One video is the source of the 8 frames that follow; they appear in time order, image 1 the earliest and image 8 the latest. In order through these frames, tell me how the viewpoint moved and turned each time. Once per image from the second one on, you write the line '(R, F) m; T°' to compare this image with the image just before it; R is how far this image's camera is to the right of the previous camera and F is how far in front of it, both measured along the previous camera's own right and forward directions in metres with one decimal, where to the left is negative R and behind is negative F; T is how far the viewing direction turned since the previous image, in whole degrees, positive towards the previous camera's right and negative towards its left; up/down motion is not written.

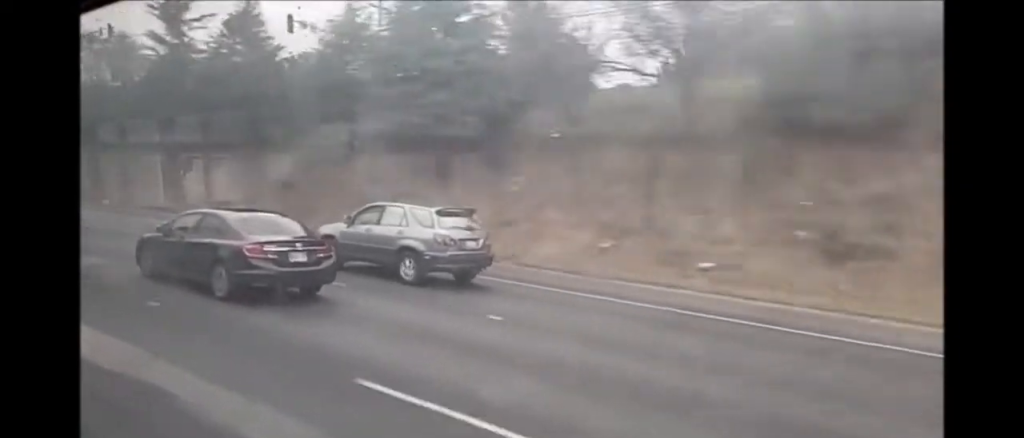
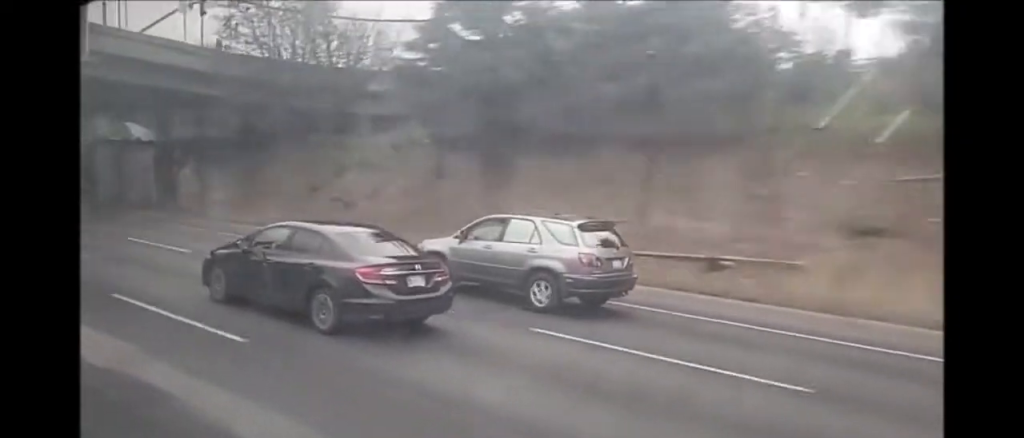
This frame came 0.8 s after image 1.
(-0.2, +23.0) m; 0°
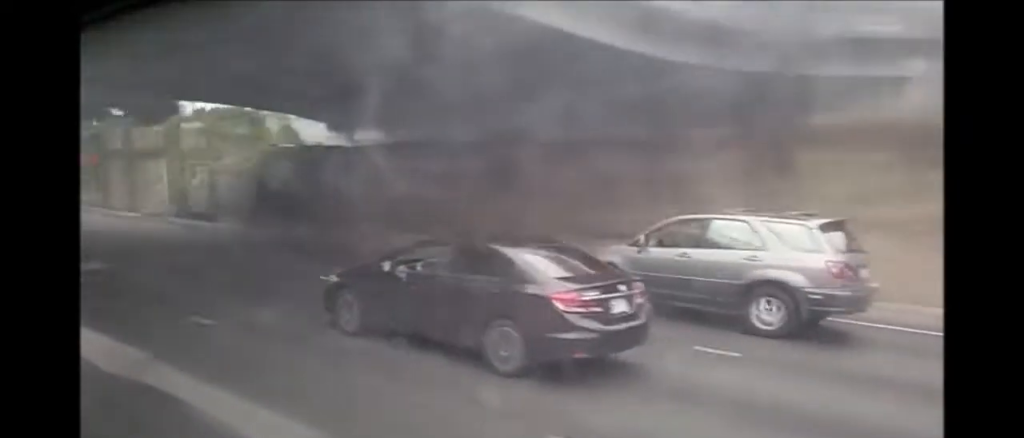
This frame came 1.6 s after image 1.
(+0.1, +22.7) m; 0°
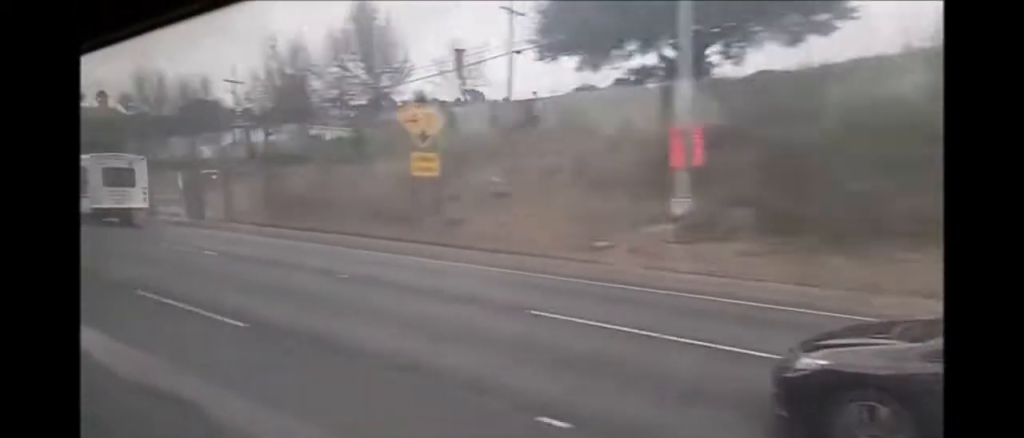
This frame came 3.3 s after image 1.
(0.0, +47.6) m; 0°
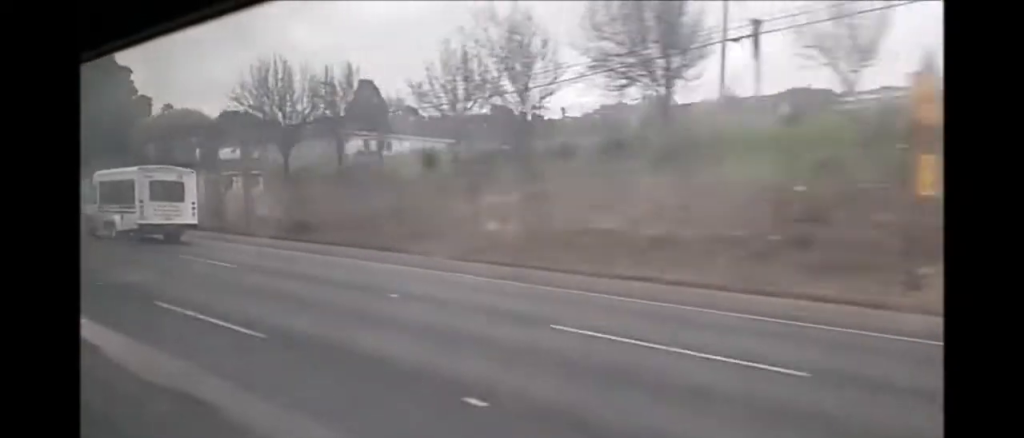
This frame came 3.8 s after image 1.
(+0.1, +14.7) m; 0°
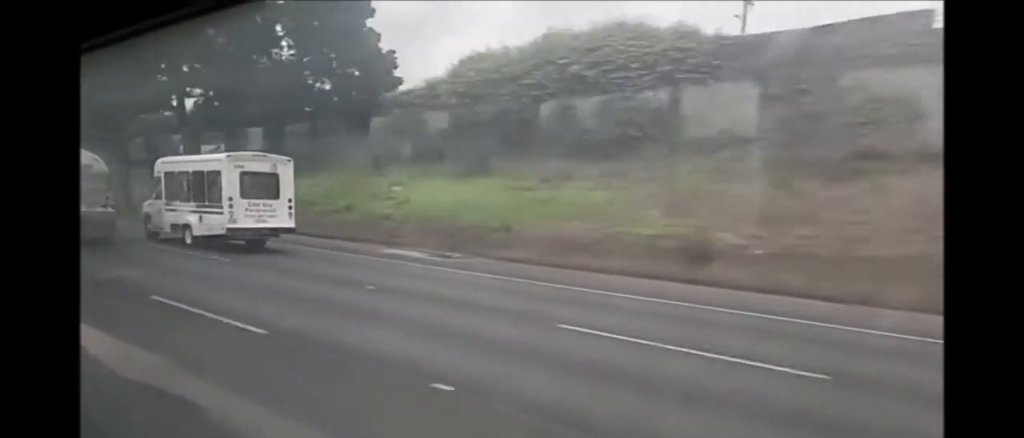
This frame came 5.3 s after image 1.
(0.0, +44.2) m; 0°
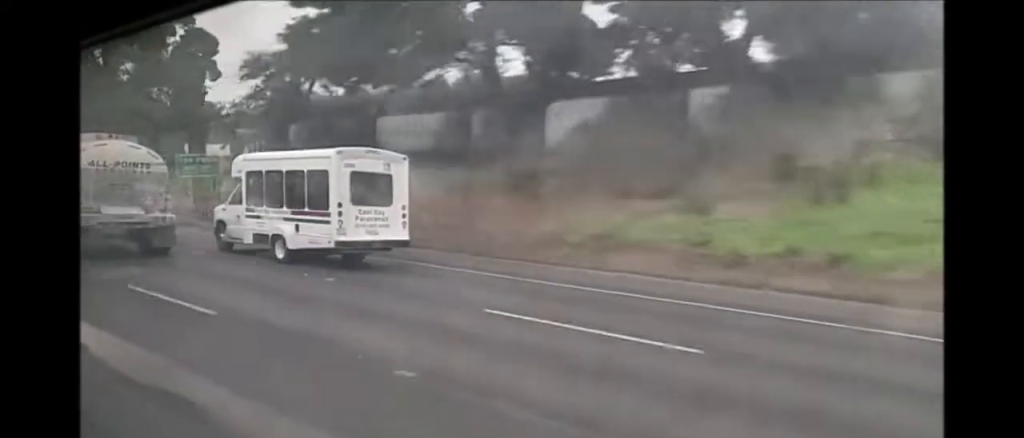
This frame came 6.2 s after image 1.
(0.0, +27.3) m; -1°
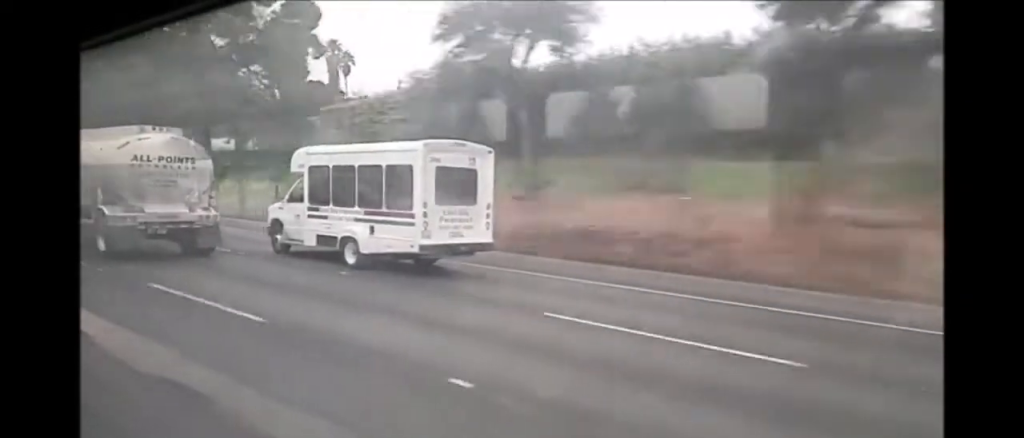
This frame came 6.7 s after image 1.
(-0.2, +14.8) m; 0°
